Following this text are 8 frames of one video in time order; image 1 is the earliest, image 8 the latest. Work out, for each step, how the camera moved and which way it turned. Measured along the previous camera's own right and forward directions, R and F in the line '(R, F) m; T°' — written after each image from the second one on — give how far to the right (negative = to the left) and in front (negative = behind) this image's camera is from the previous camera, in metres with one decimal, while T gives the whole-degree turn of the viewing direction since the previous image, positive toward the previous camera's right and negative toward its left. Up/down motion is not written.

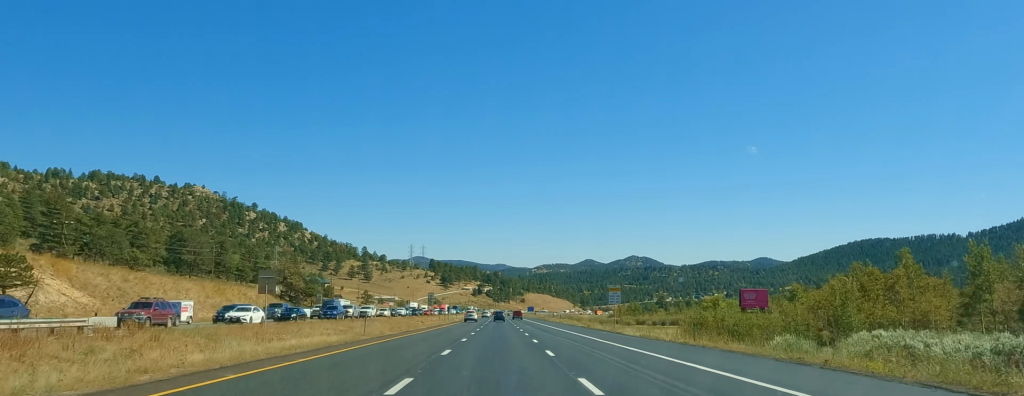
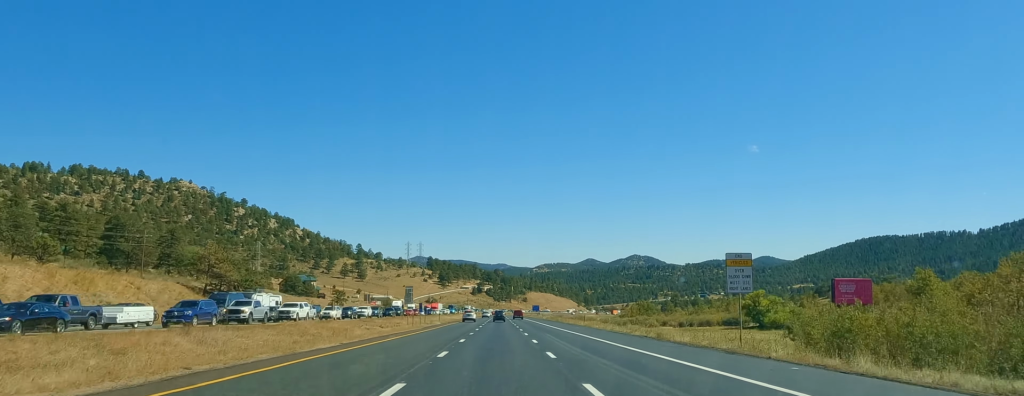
(+1.0, +37.9) m; 0°
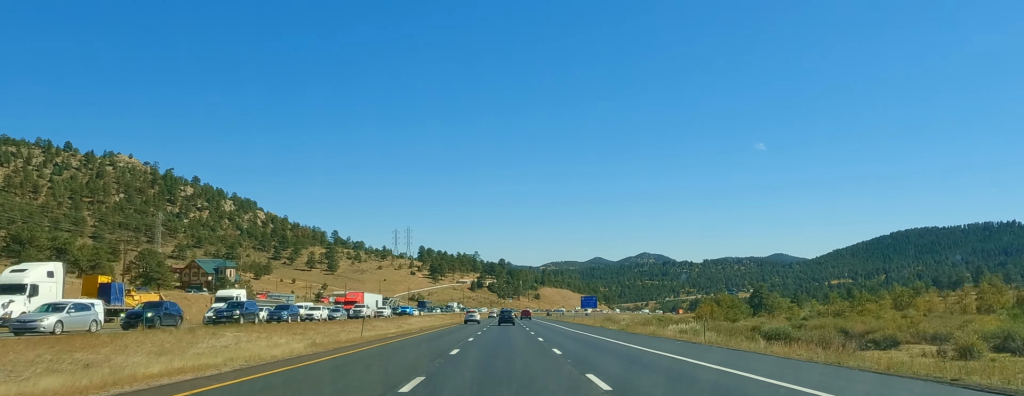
(-1.6, +143.6) m; 0°
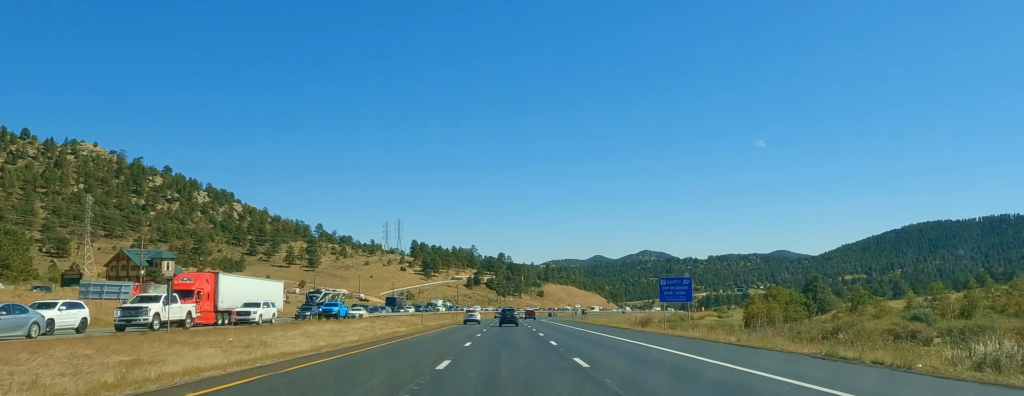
(+0.6, +54.8) m; 0°
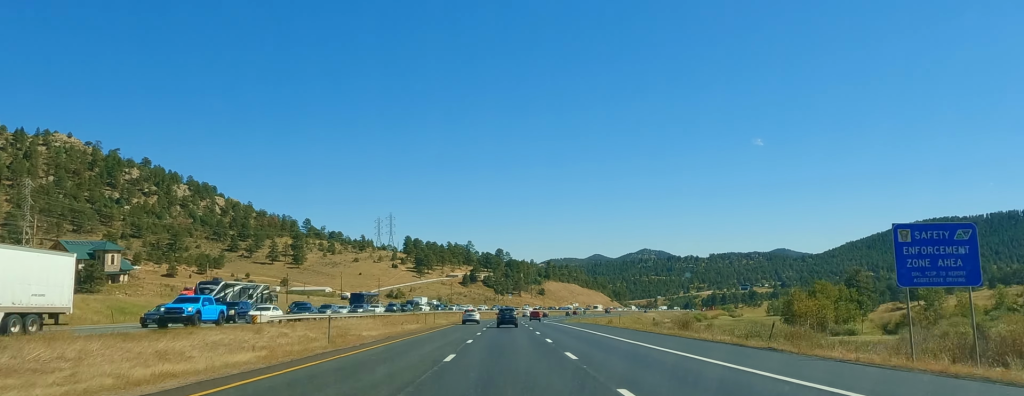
(+0.8, +33.0) m; 0°
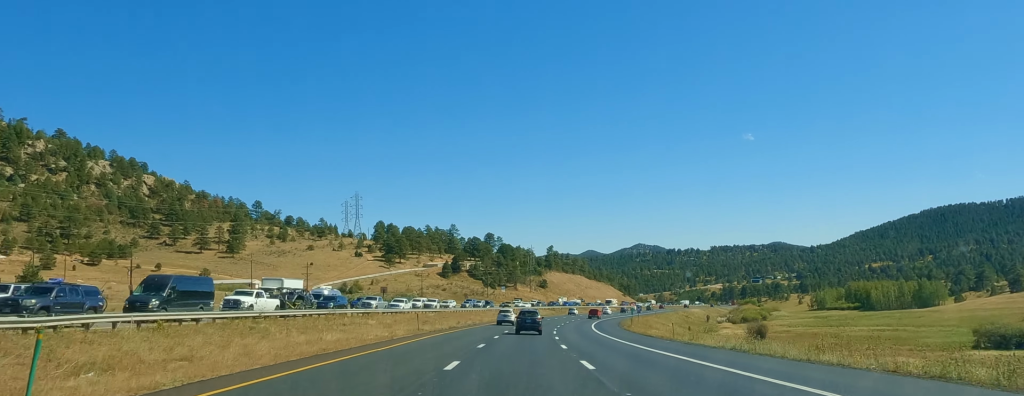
(+0.1, +99.0) m; +3°
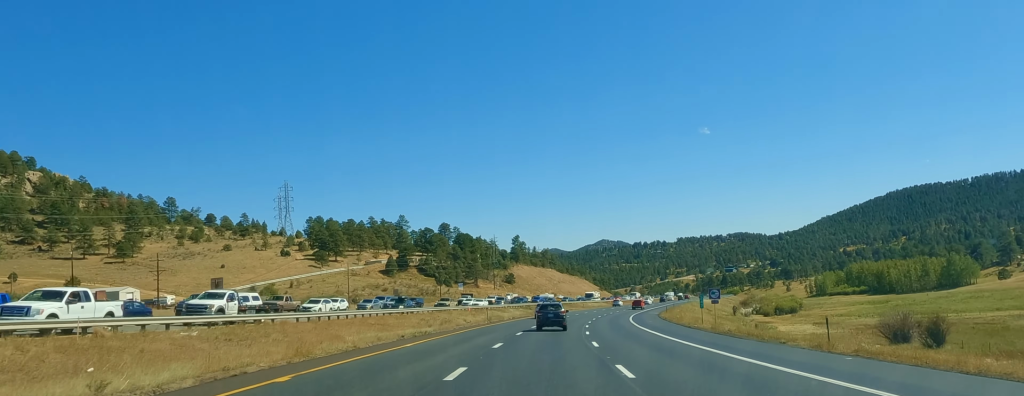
(+2.6, +64.5) m; +5°
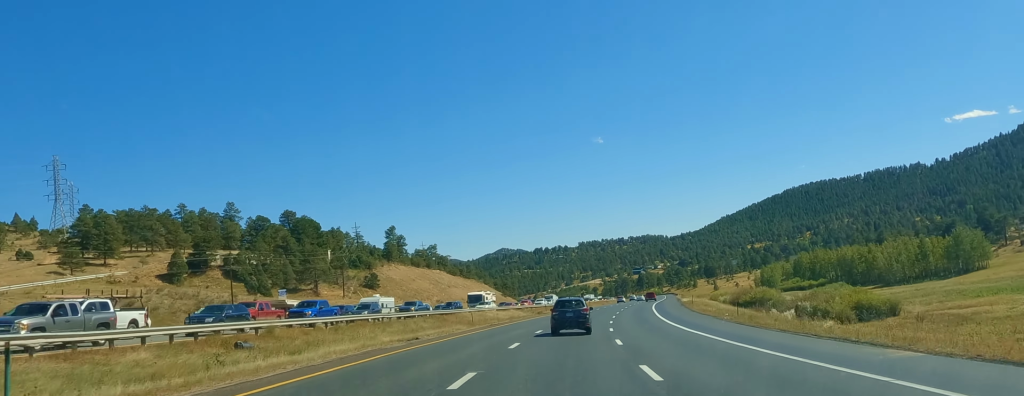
(+7.6, +97.3) m; +9°
